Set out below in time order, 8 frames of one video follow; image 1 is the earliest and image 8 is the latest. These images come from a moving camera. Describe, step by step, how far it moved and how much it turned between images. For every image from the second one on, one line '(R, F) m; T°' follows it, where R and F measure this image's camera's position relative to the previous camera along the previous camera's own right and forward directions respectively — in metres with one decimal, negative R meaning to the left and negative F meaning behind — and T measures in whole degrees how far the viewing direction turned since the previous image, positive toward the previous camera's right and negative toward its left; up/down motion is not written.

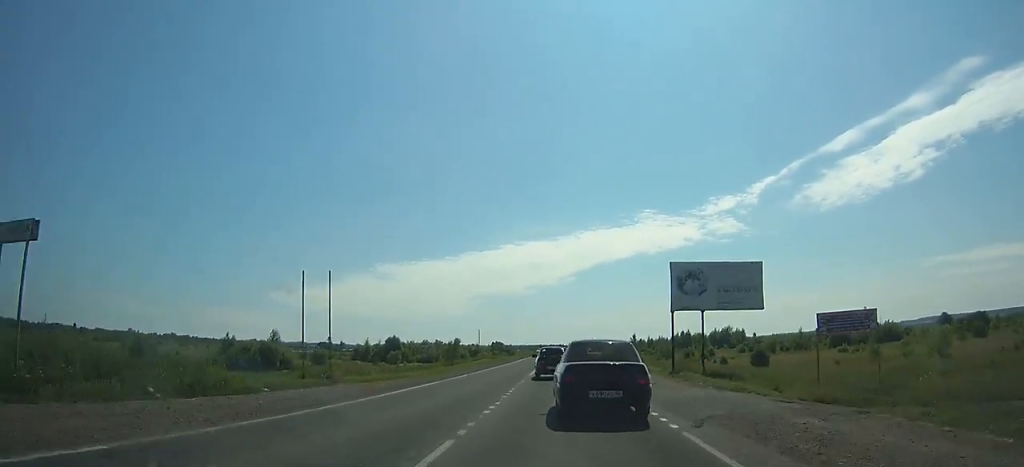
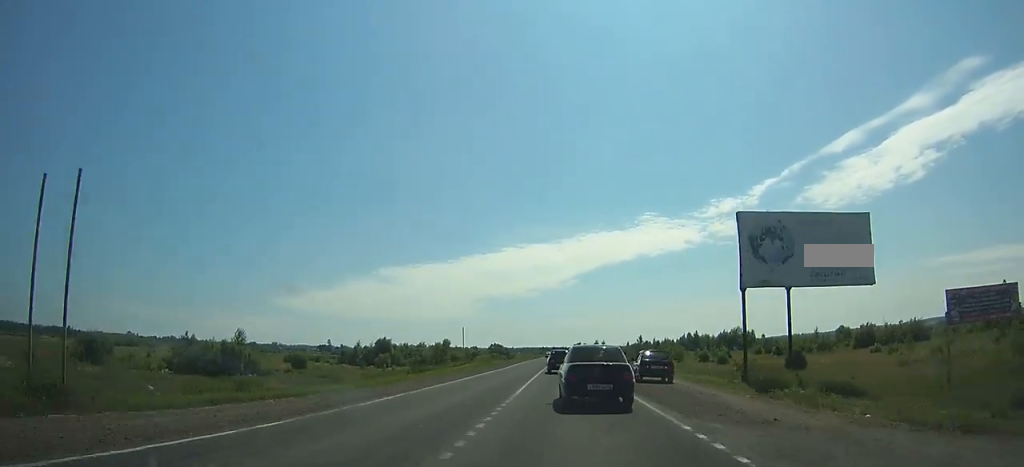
(+0.1, +17.2) m; 0°
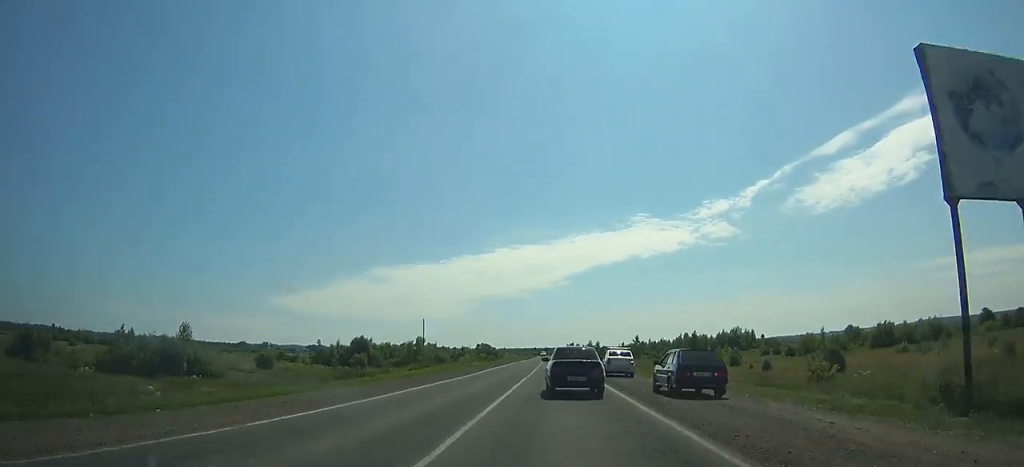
(0.0, +15.0) m; 0°
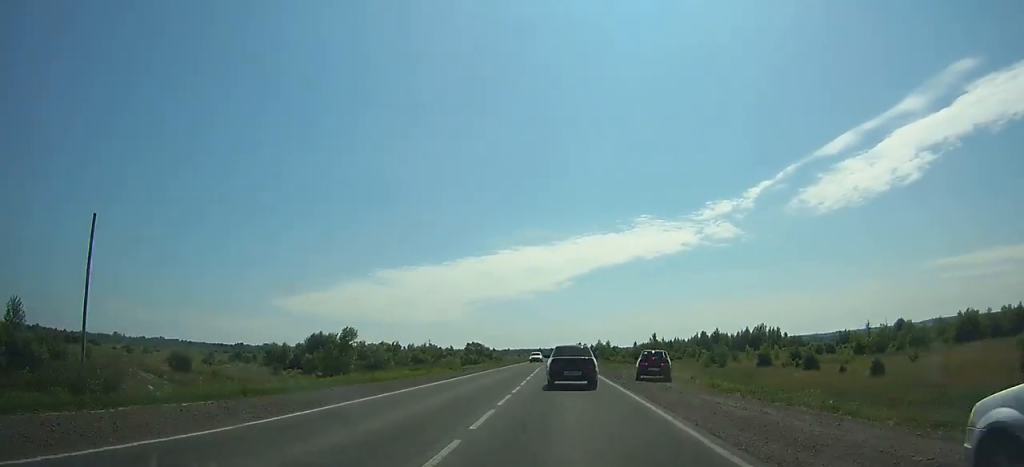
(+0.1, +32.1) m; 0°
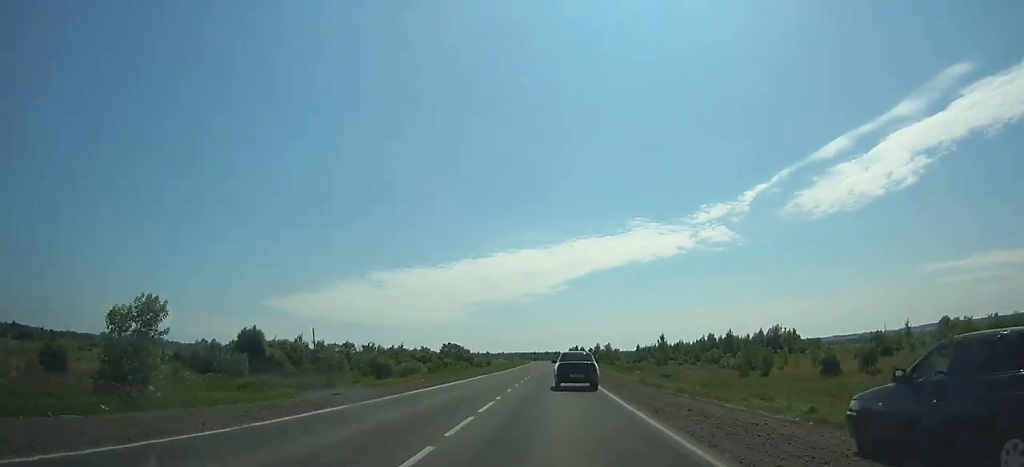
(0.0, +28.0) m; 0°
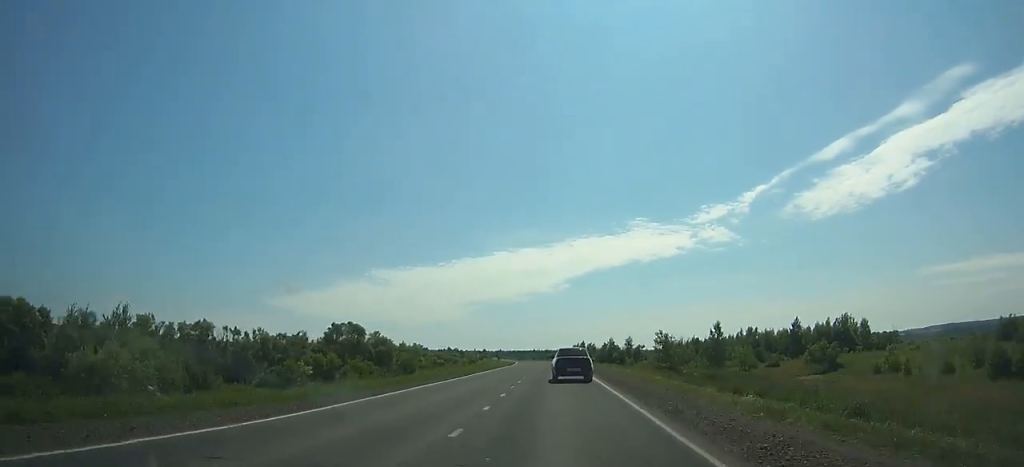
(-0.1, +64.6) m; 0°
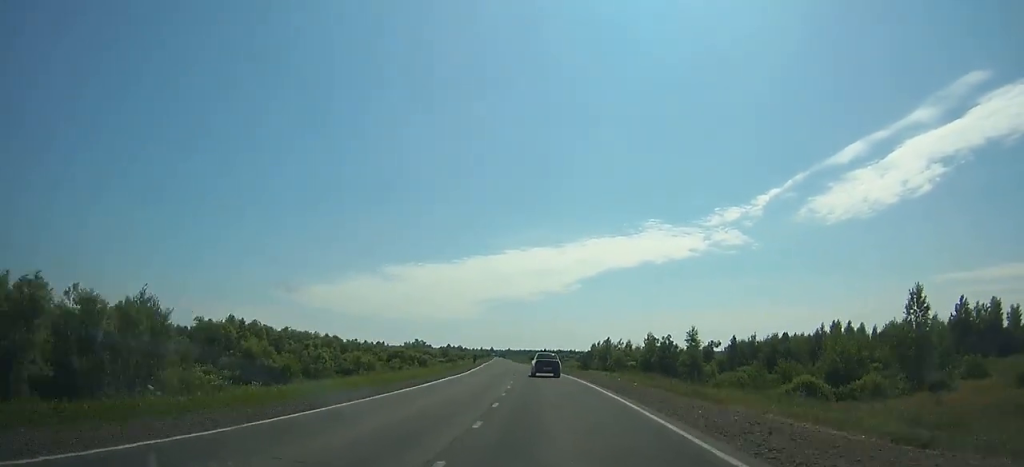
(-0.6, +77.9) m; -3°
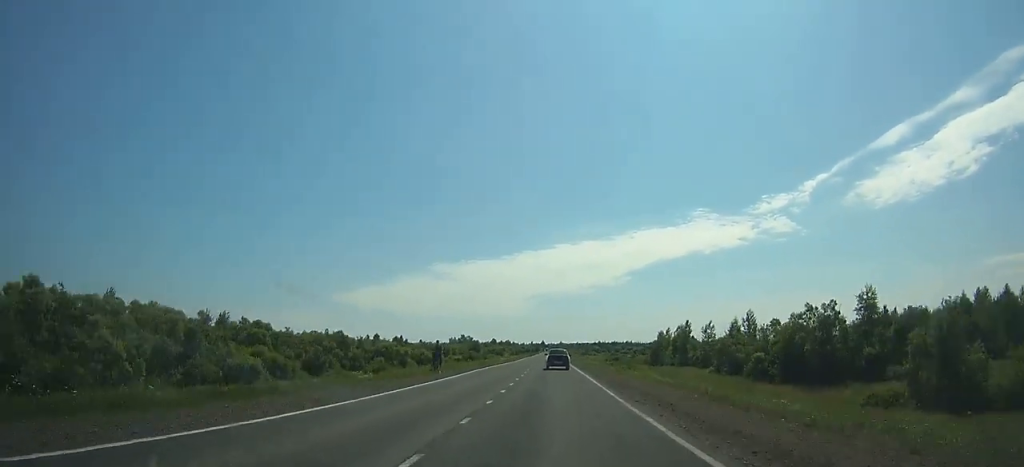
(-1.6, +52.8) m; -3°
